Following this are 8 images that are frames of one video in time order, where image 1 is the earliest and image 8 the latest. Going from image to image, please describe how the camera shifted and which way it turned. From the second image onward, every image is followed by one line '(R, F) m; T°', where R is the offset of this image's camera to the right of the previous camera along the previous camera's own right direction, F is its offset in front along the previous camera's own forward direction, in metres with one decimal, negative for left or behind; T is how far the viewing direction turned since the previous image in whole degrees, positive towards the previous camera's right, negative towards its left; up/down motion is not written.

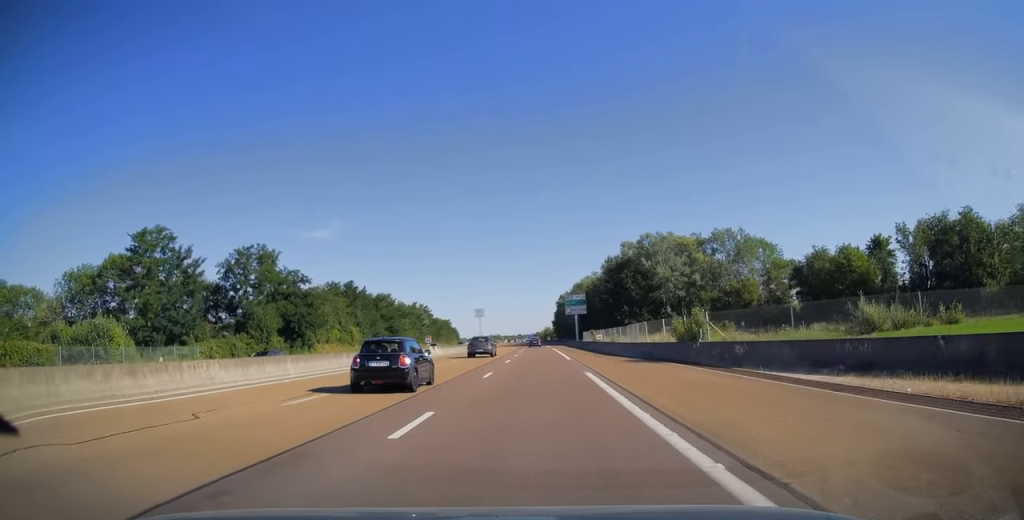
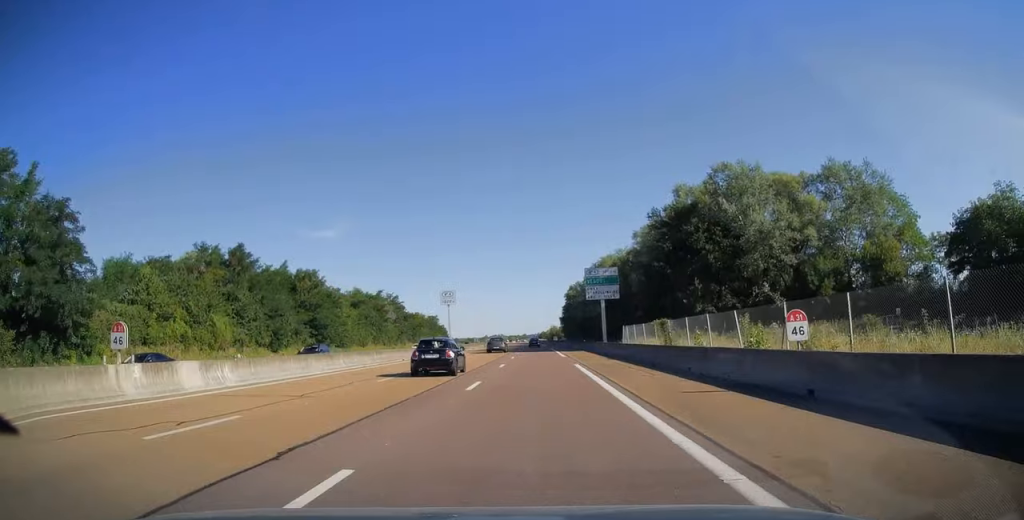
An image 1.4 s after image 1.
(-0.3, +44.3) m; 0°
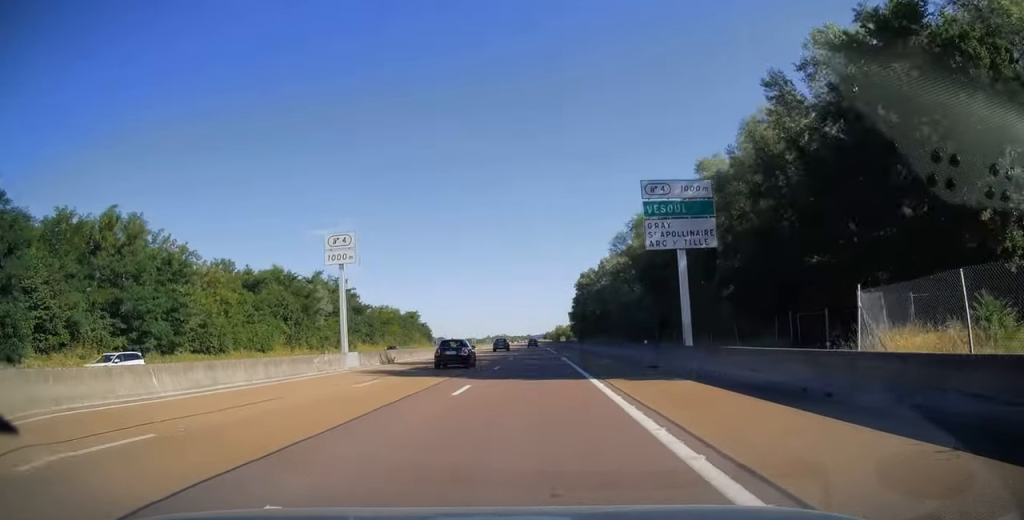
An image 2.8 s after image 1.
(-0.1, +40.7) m; 0°
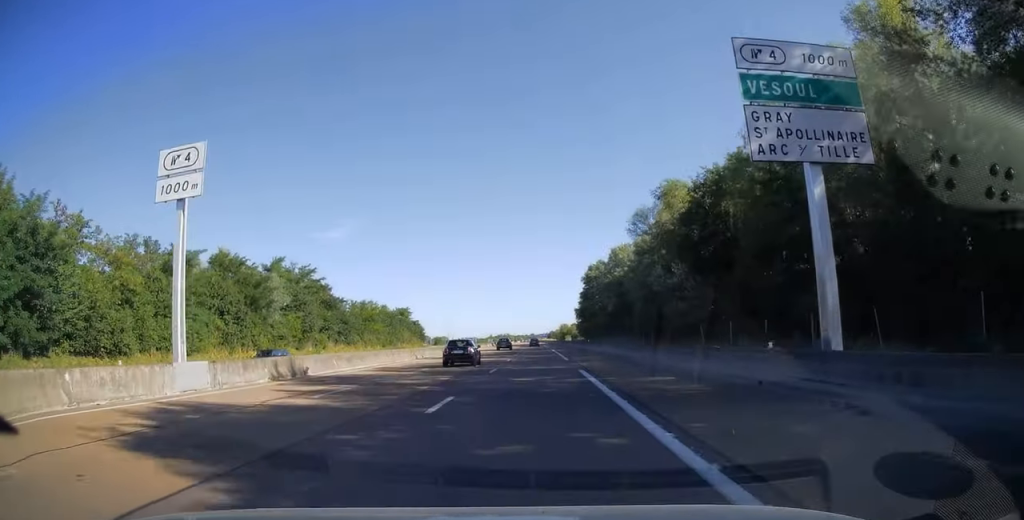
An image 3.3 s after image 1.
(-0.1, +16.4) m; 0°
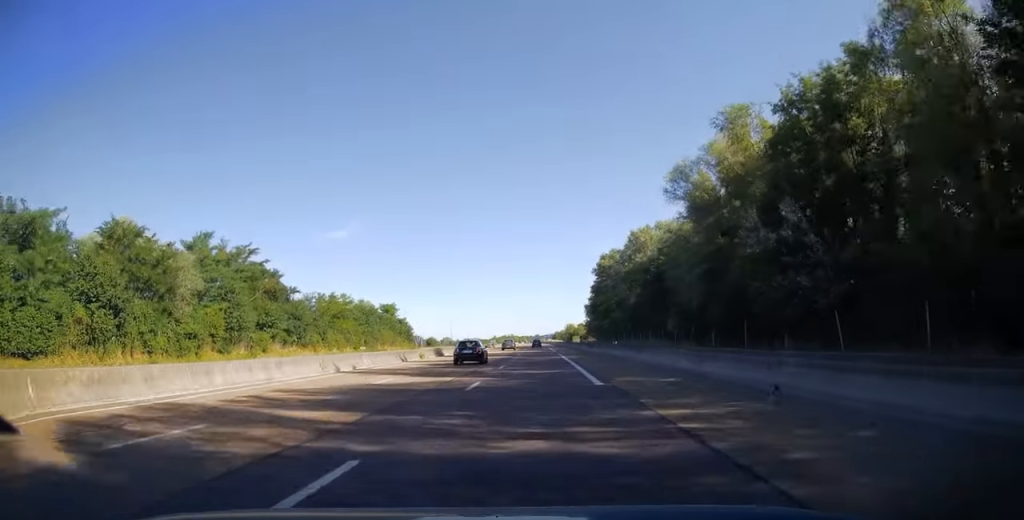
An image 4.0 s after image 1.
(-0.1, +20.5) m; 0°
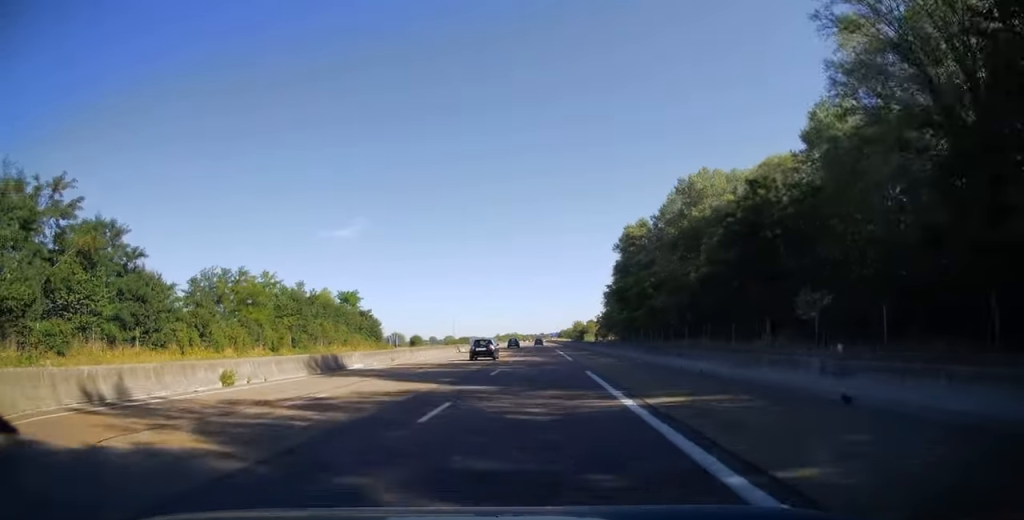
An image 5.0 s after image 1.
(-0.2, +32.9) m; -1°
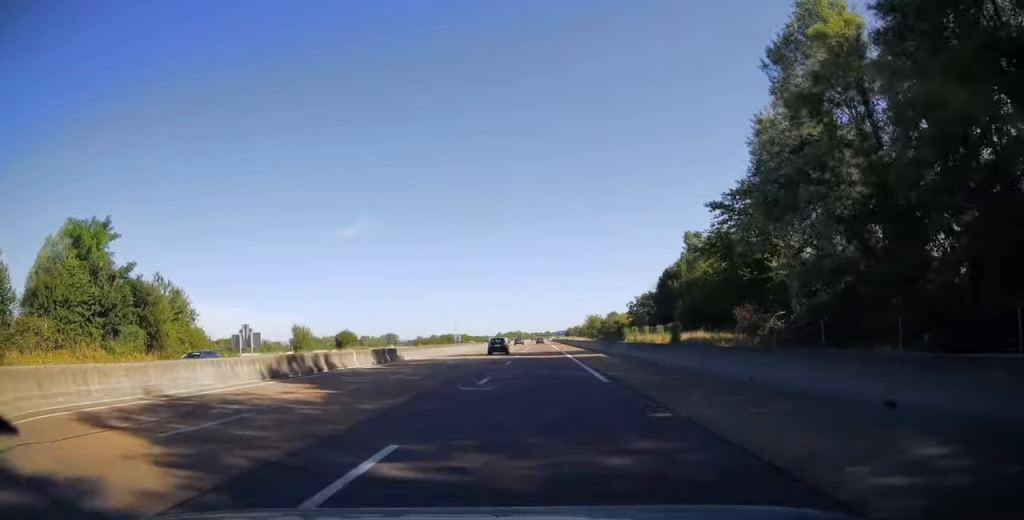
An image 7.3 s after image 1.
(-0.5, +70.5) m; -1°
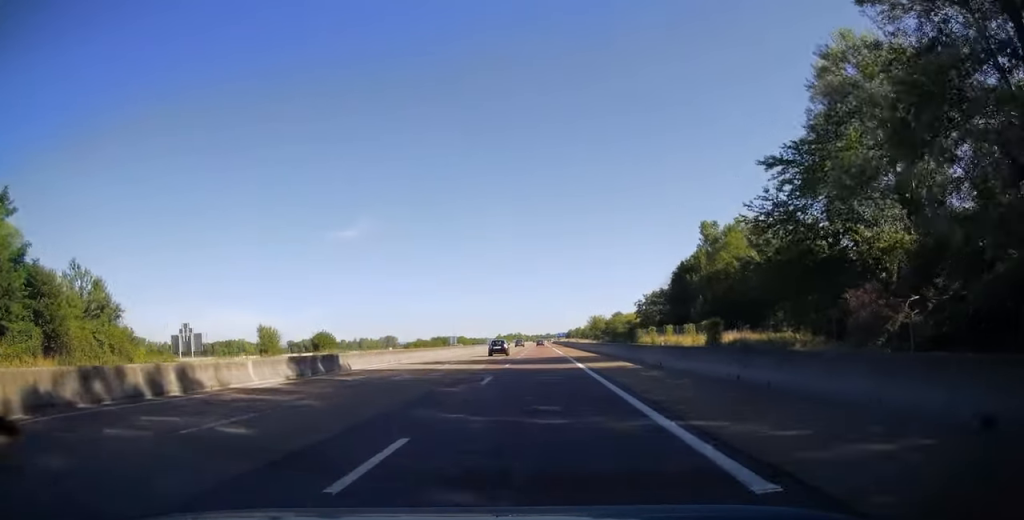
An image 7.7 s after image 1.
(0.0, +12.3) m; 0°
